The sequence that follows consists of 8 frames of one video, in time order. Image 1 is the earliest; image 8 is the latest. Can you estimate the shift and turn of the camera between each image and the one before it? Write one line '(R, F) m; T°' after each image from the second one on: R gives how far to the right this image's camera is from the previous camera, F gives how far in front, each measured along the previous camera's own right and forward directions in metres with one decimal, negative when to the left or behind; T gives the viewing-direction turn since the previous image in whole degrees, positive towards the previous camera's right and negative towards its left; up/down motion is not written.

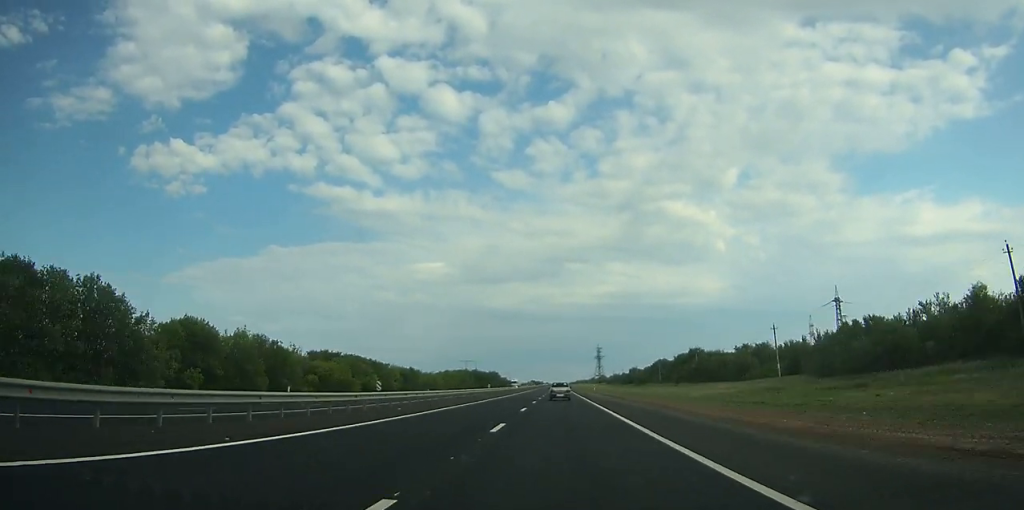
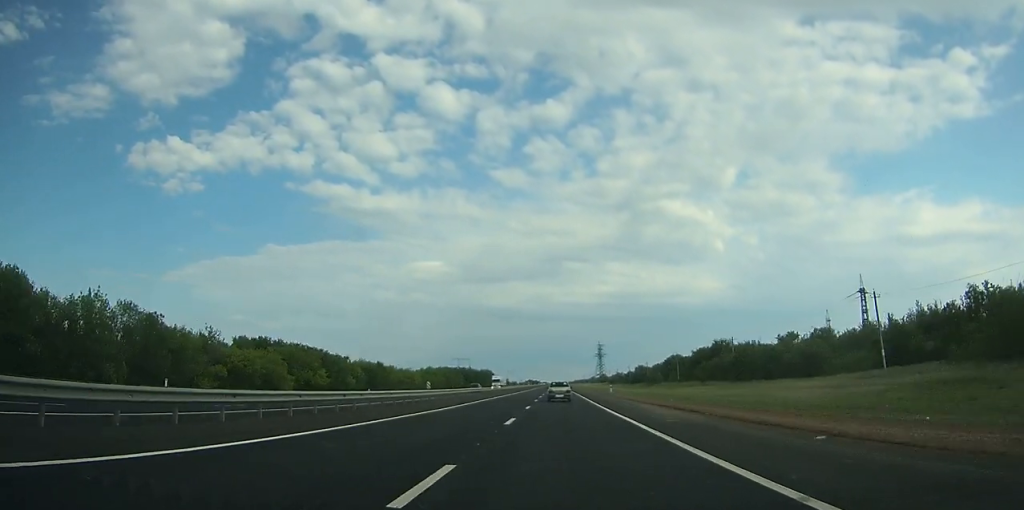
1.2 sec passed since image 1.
(0.0, +34.6) m; 0°
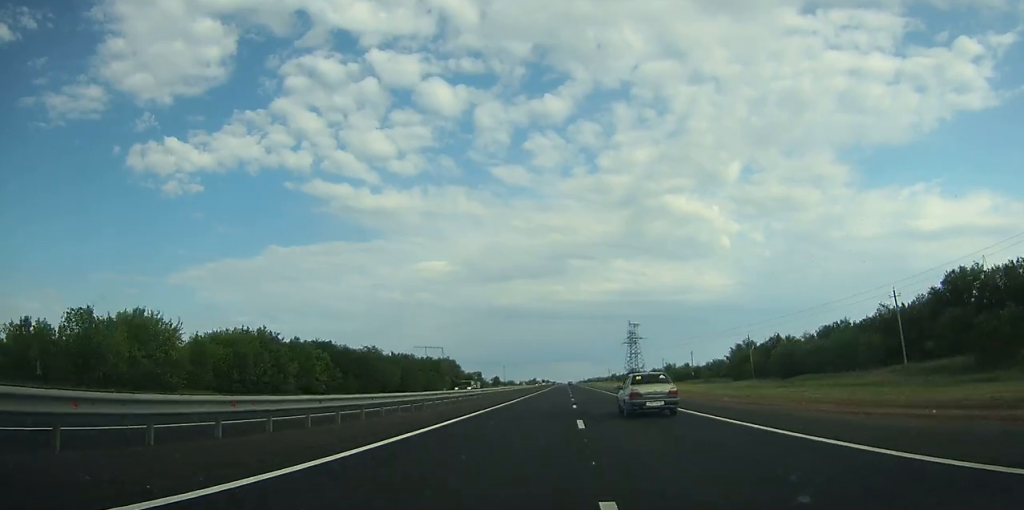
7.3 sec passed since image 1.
(-1.6, +173.1) m; -1°
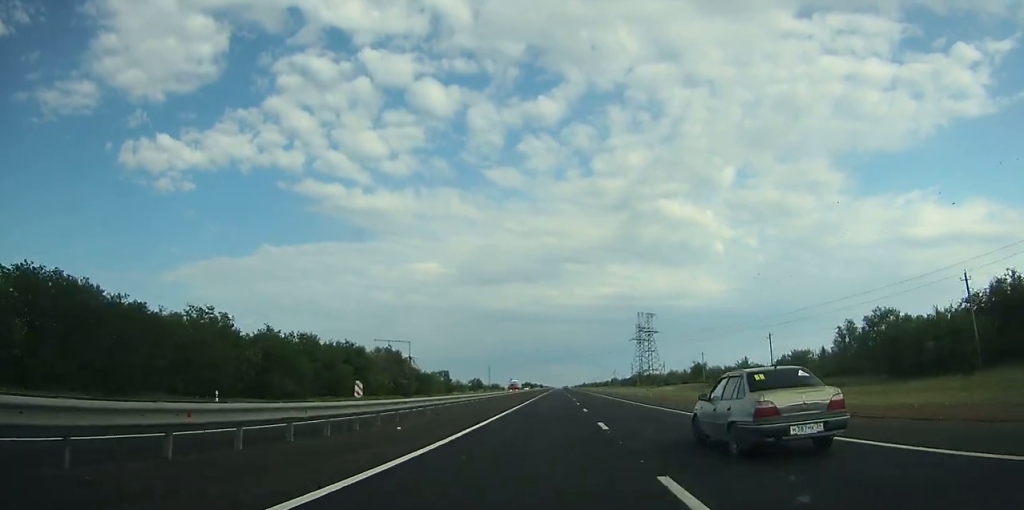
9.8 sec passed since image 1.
(+0.2, +68.5) m; 0°
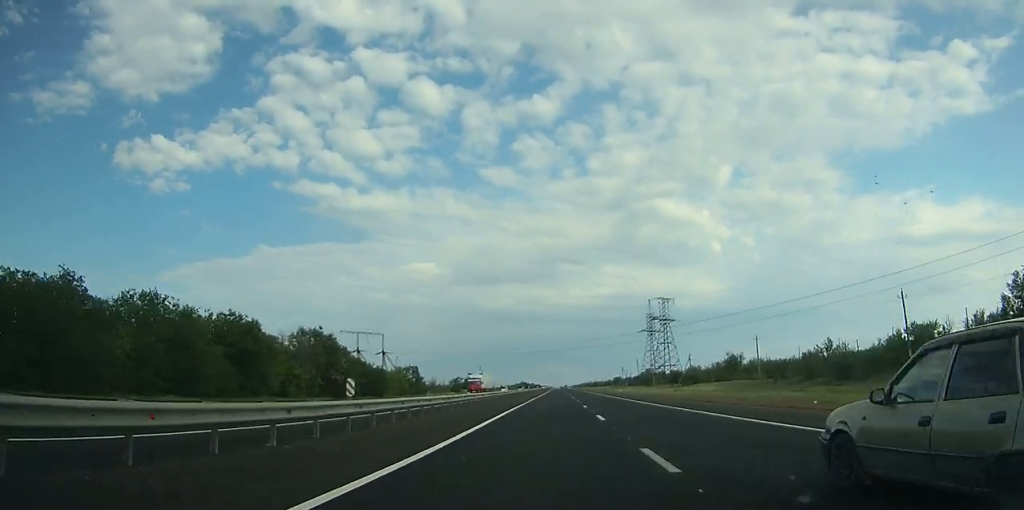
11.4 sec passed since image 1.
(+0.2, +43.7) m; 0°
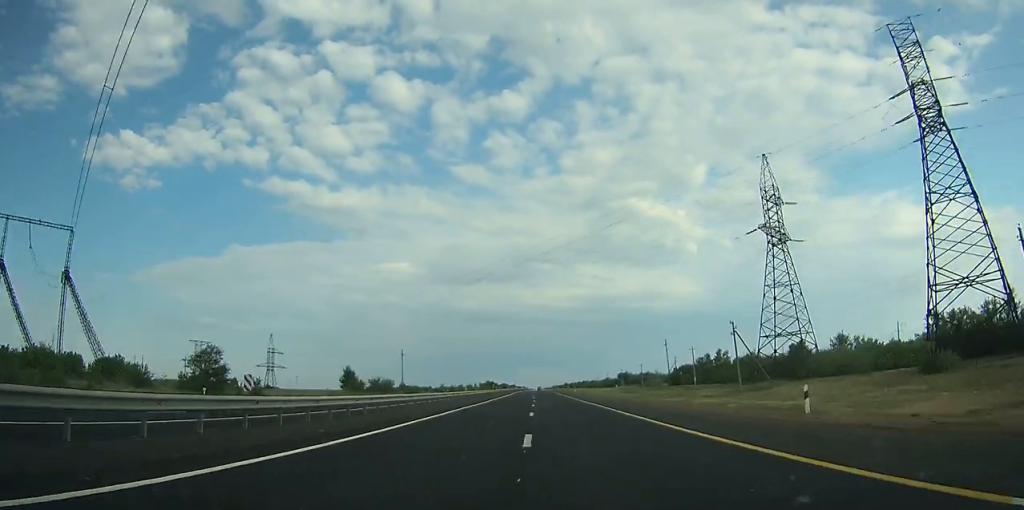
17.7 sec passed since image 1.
(+2.4, +178.9) m; +1°
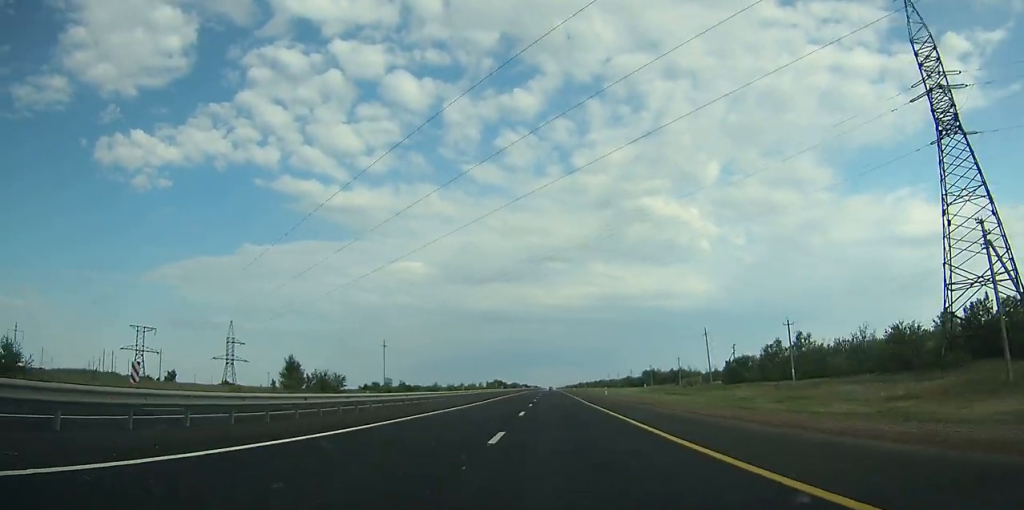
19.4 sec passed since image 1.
(+0.2, +48.7) m; 0°
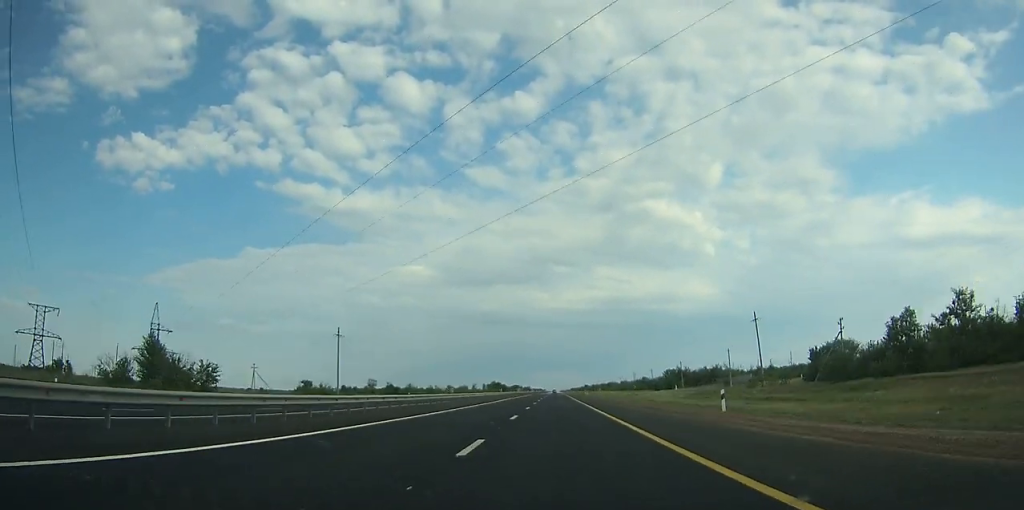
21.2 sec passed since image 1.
(-0.4, +50.3) m; 0°
